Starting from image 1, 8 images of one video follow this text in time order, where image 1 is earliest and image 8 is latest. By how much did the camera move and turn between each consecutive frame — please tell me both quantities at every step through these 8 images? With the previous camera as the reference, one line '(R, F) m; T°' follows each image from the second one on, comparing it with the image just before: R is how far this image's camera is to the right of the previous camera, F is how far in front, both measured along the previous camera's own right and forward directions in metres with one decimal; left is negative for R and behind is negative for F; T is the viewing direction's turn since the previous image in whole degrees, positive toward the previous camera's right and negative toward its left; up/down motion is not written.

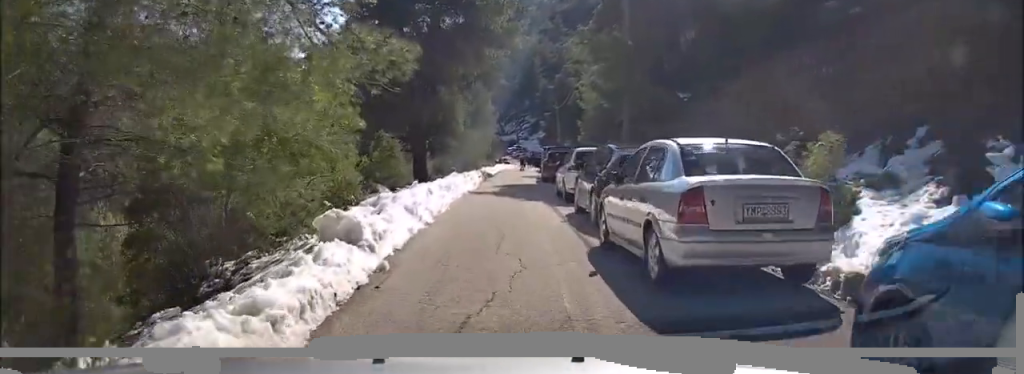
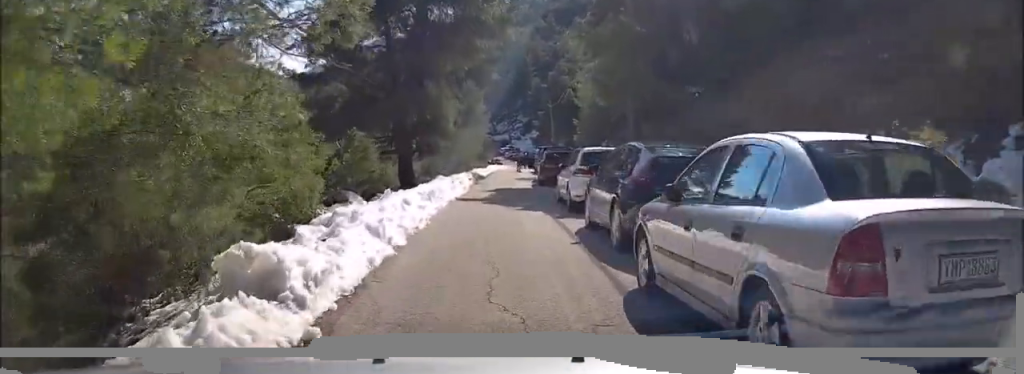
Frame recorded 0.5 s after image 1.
(0.0, +2.6) m; 0°
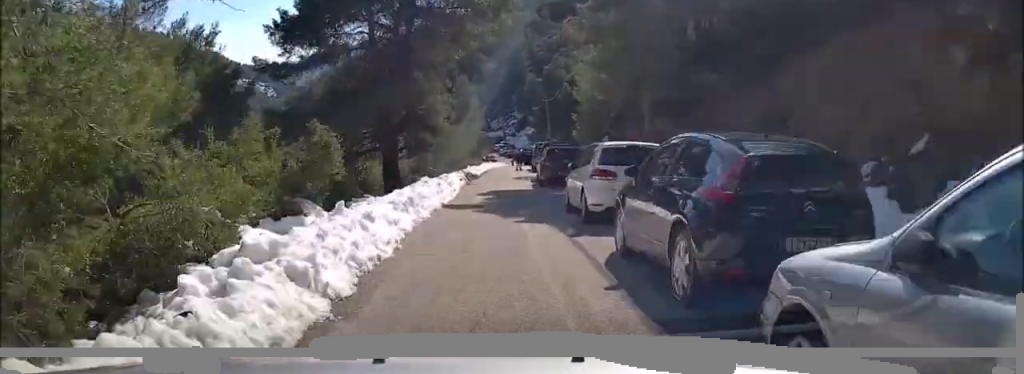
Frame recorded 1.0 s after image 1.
(0.0, +3.0) m; +1°
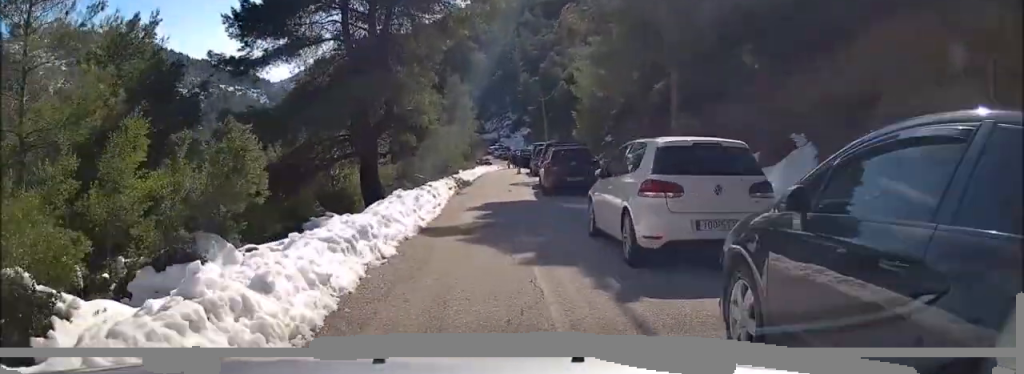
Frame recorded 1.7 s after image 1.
(+0.1, +4.0) m; +1°
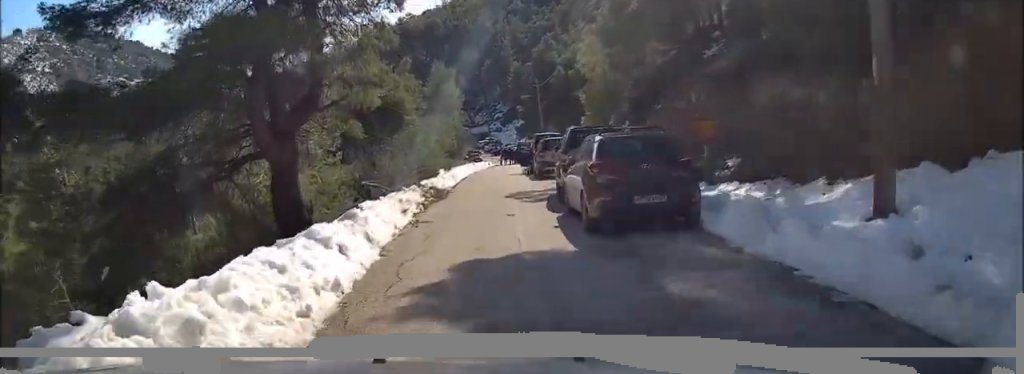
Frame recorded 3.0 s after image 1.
(+0.2, +9.5) m; +1°
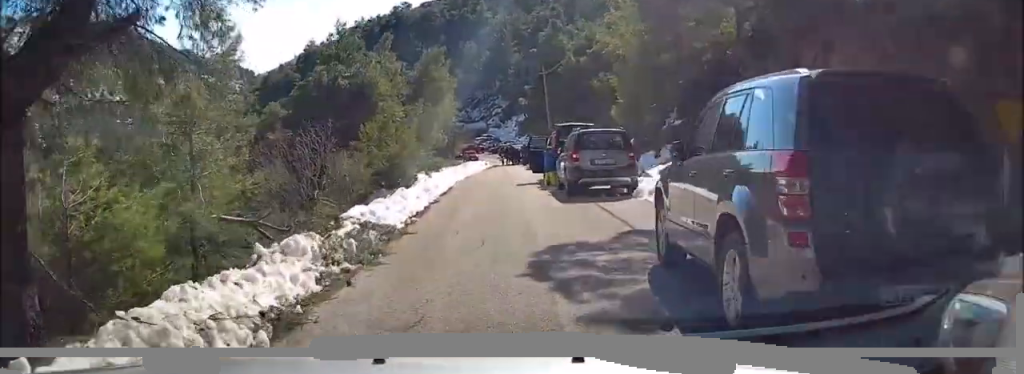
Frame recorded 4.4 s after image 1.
(0.0, +10.8) m; +1°
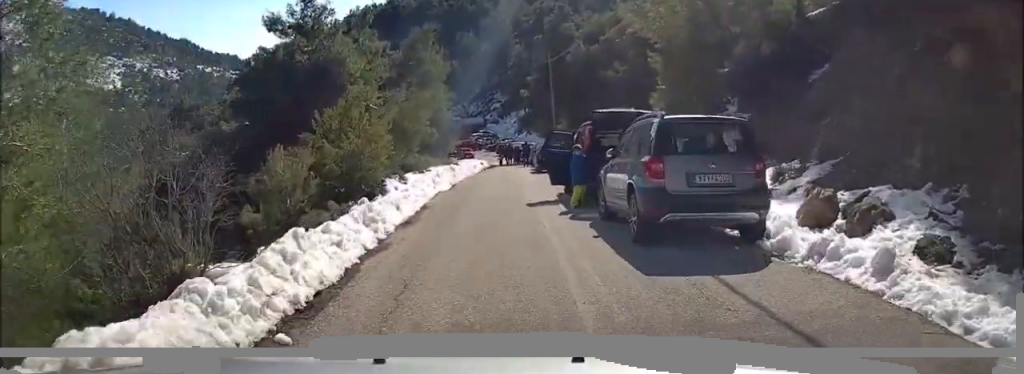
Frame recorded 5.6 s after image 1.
(+0.2, +8.1) m; +1°
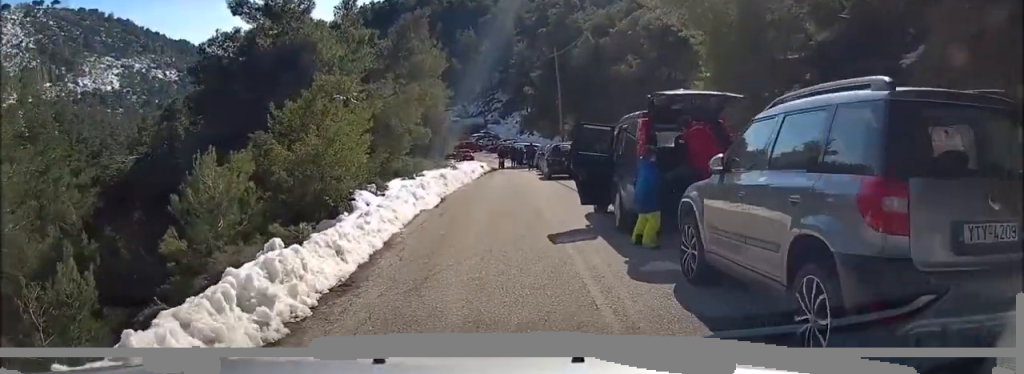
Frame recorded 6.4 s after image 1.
(0.0, +5.0) m; -2°
